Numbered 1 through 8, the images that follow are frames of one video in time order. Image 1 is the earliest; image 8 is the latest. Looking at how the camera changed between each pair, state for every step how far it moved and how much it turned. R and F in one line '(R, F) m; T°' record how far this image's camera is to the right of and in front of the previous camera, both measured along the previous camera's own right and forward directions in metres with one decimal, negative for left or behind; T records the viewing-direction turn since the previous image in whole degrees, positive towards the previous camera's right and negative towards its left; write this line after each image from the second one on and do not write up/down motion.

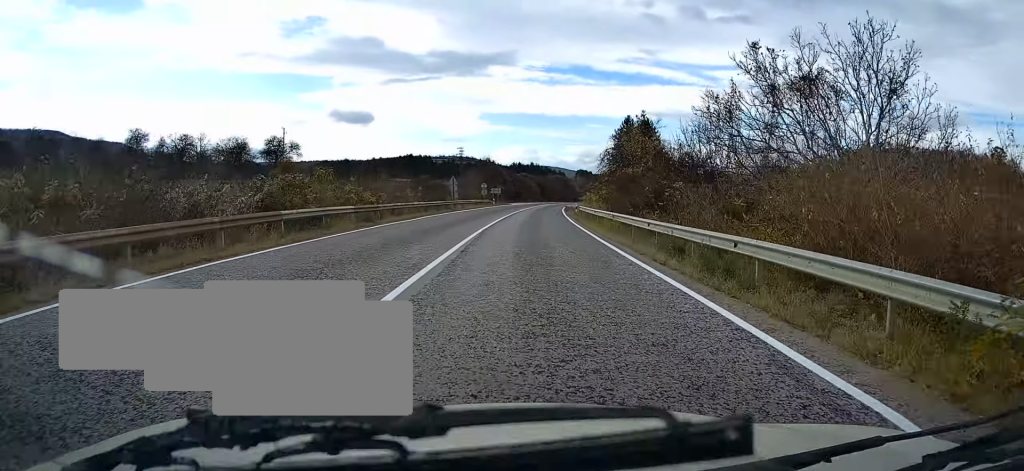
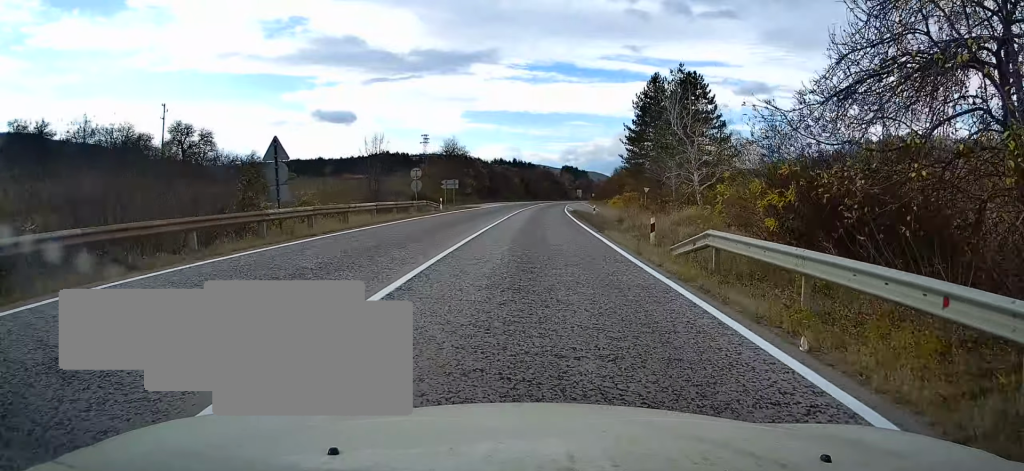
(+1.4, +37.6) m; +3°
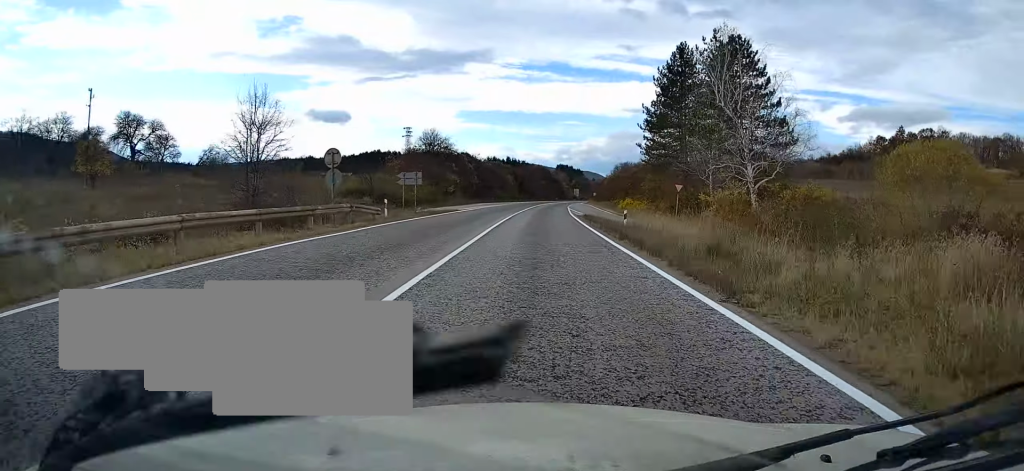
(-0.2, +15.7) m; 0°
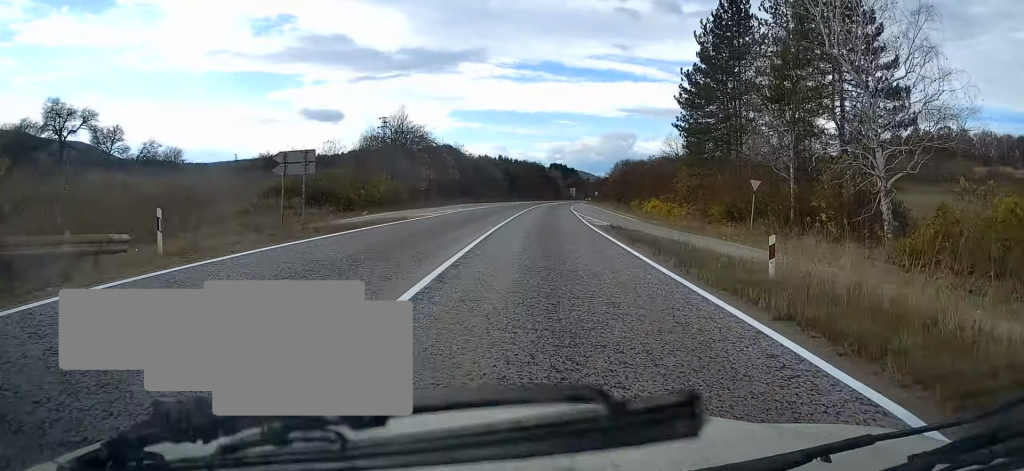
(+0.3, +17.4) m; +1°
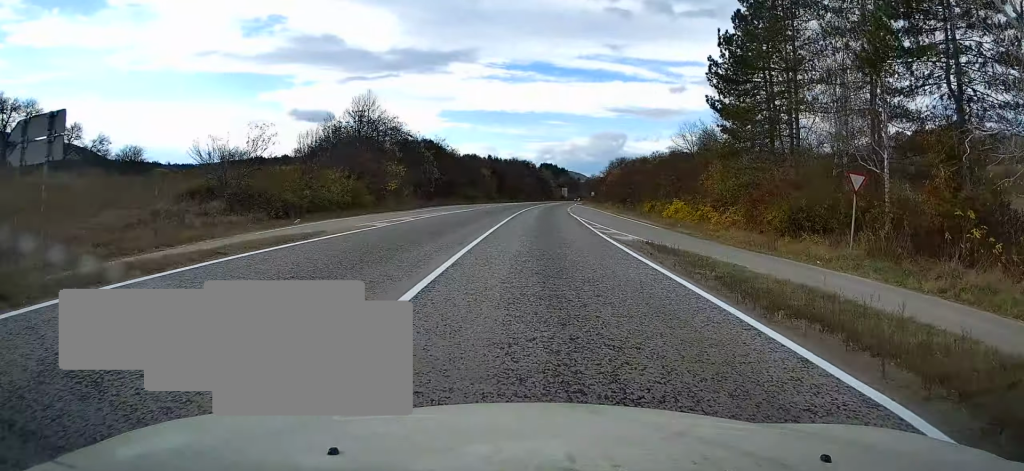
(+0.1, +10.7) m; +1°
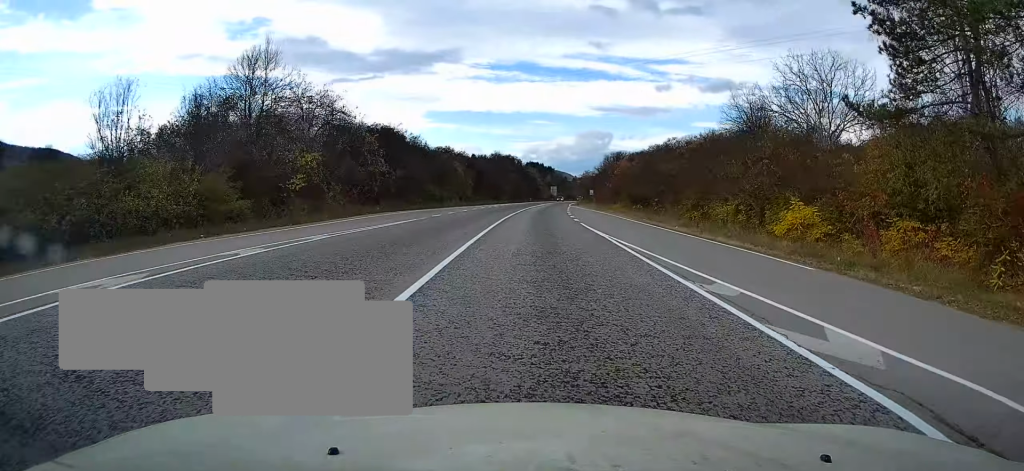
(+0.1, +20.2) m; +1°
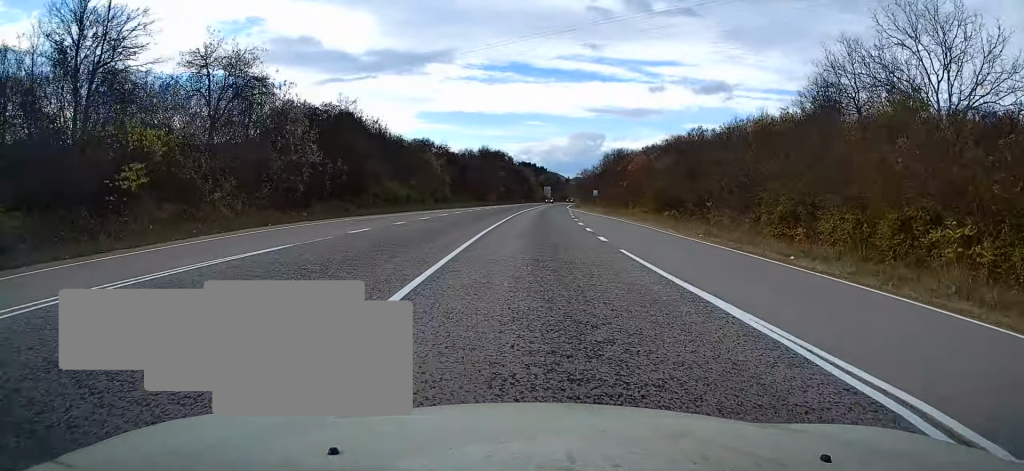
(+0.2, +15.0) m; +1°
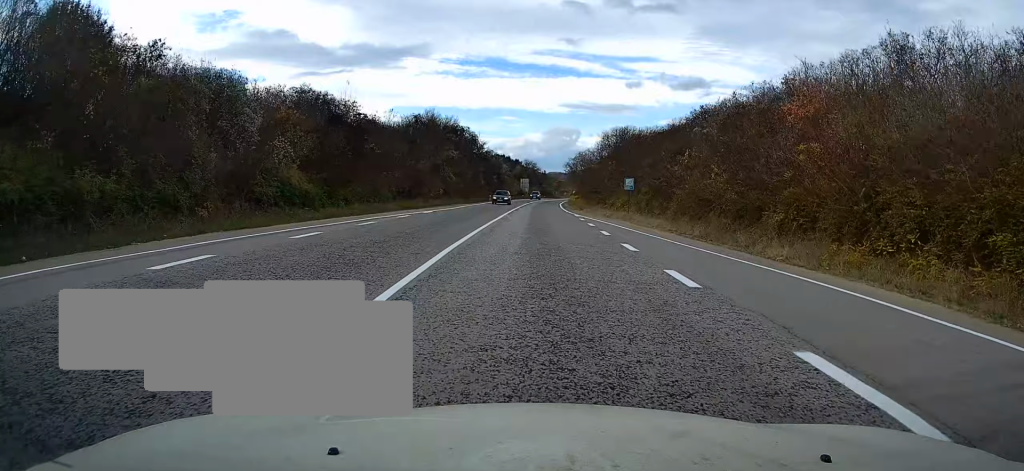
(+0.3, +39.8) m; +2°
